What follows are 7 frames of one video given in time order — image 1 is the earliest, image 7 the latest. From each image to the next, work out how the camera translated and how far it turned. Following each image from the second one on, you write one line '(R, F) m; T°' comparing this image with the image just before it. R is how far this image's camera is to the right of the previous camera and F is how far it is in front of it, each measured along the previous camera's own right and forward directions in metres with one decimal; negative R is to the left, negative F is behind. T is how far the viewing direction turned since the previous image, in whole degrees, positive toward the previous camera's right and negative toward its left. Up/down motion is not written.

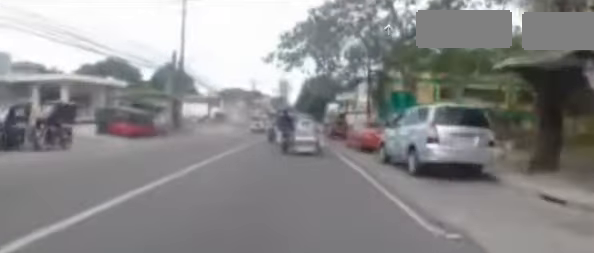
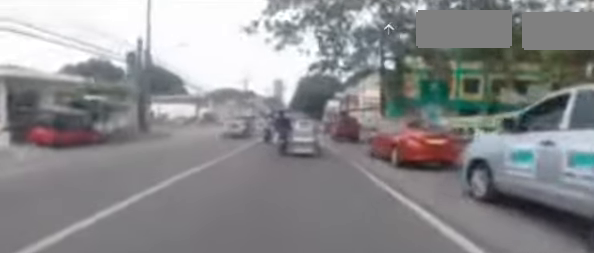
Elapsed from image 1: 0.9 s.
(+0.1, +5.3) m; -1°
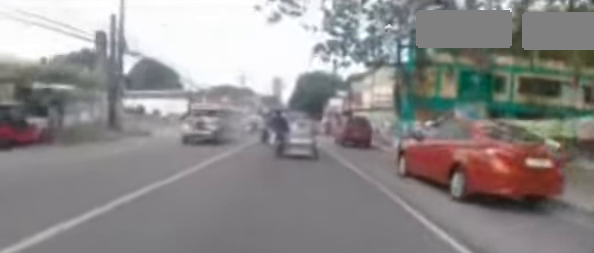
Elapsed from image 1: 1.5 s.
(+0.1, +3.5) m; -1°
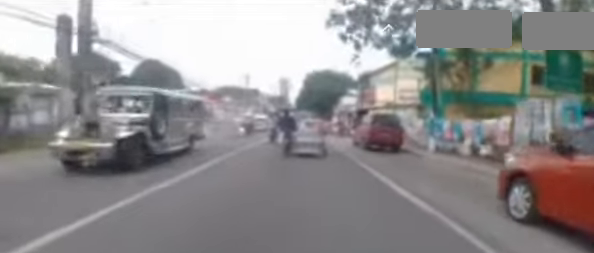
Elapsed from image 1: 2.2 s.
(-0.5, +4.0) m; 0°
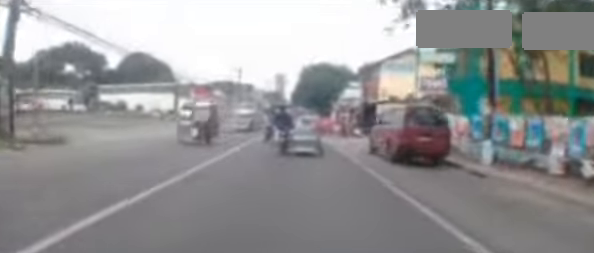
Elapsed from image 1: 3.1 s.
(+0.4, +4.6) m; +3°
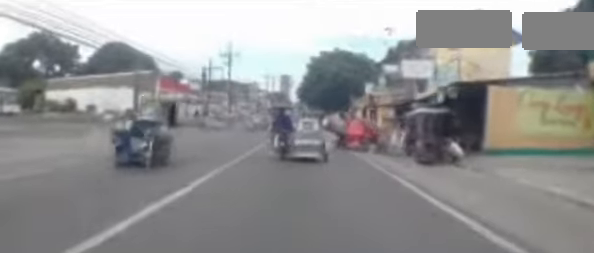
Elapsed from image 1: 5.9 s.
(-0.2, +14.7) m; +1°
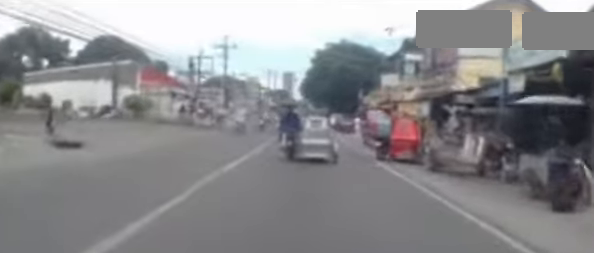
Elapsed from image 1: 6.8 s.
(+0.2, +5.2) m; +2°
